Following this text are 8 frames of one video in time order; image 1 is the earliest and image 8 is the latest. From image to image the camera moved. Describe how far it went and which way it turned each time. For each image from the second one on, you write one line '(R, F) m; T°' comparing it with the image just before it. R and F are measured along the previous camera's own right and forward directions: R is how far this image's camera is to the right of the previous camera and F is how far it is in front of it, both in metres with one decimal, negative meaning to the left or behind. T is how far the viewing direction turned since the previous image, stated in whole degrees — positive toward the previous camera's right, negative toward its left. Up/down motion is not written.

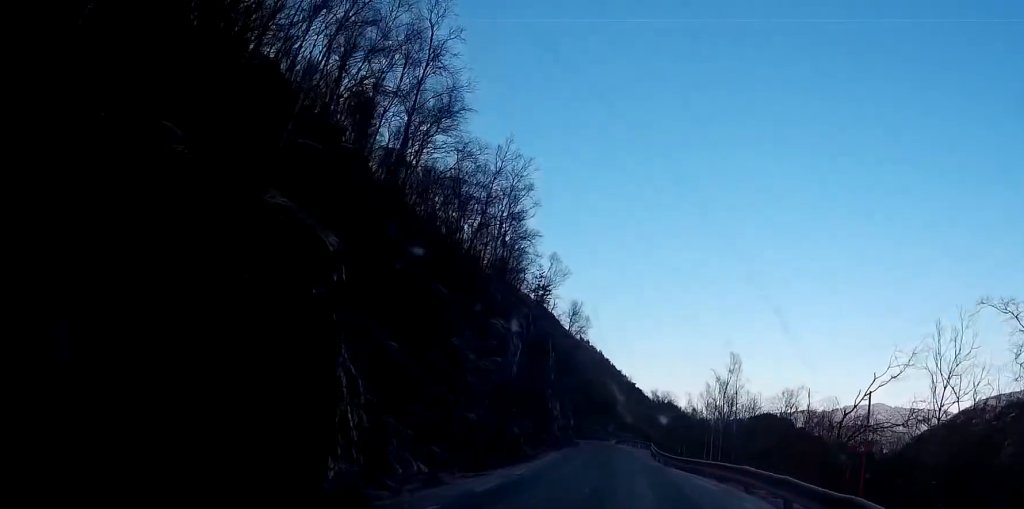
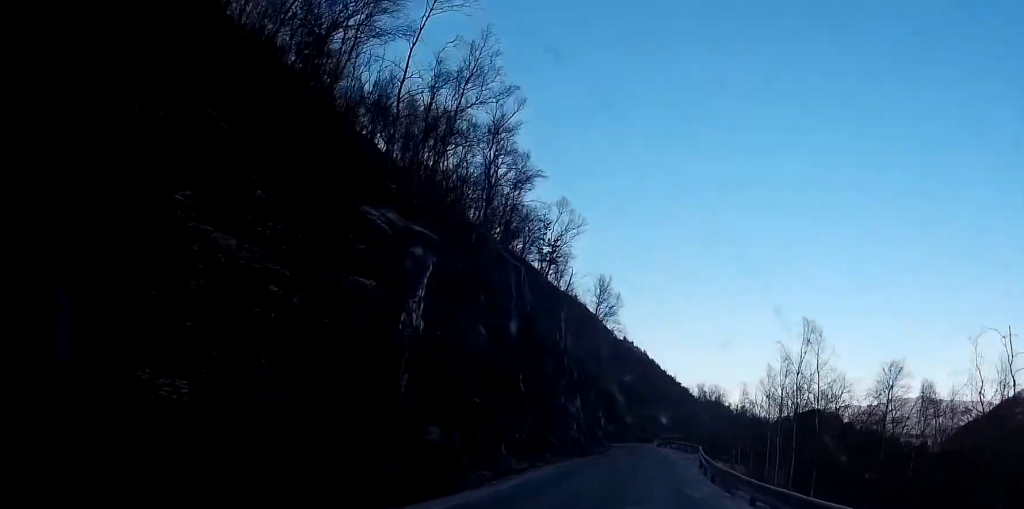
(-0.5, +17.0) m; -4°
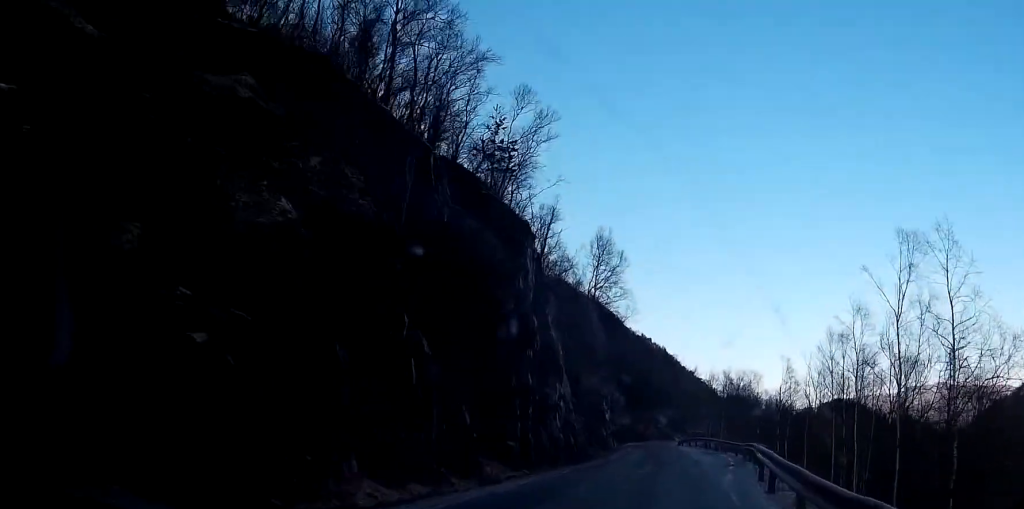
(-0.6, +18.2) m; -1°
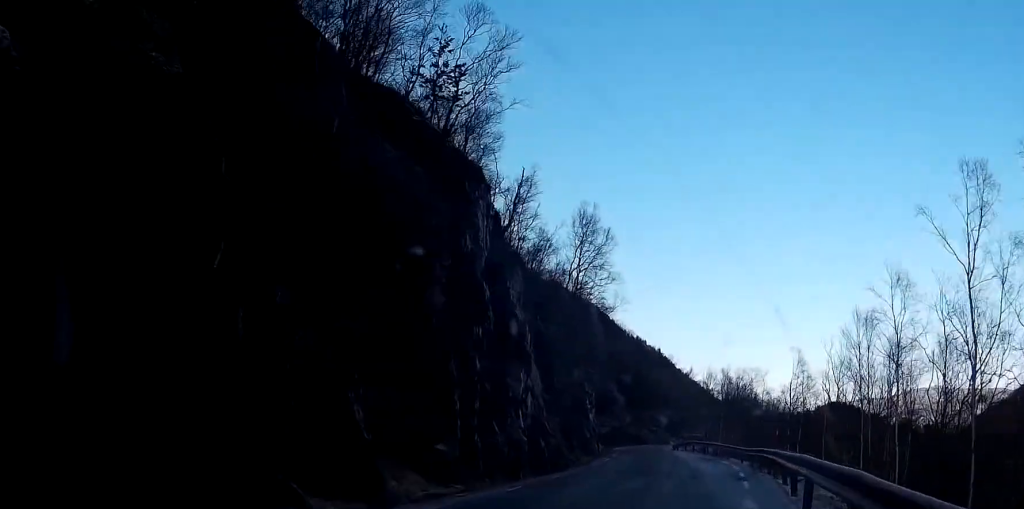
(+0.1, +8.0) m; +1°
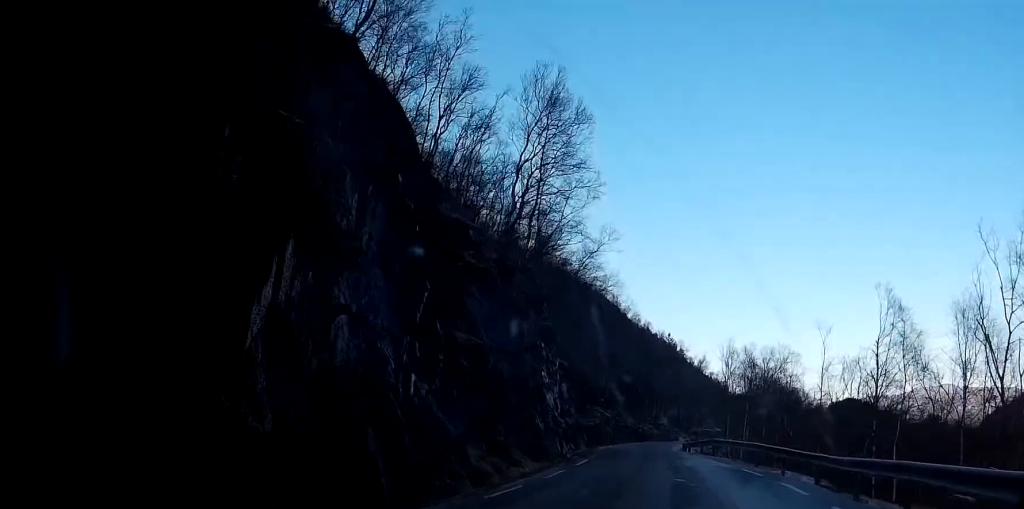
(-0.2, +20.8) m; -2°
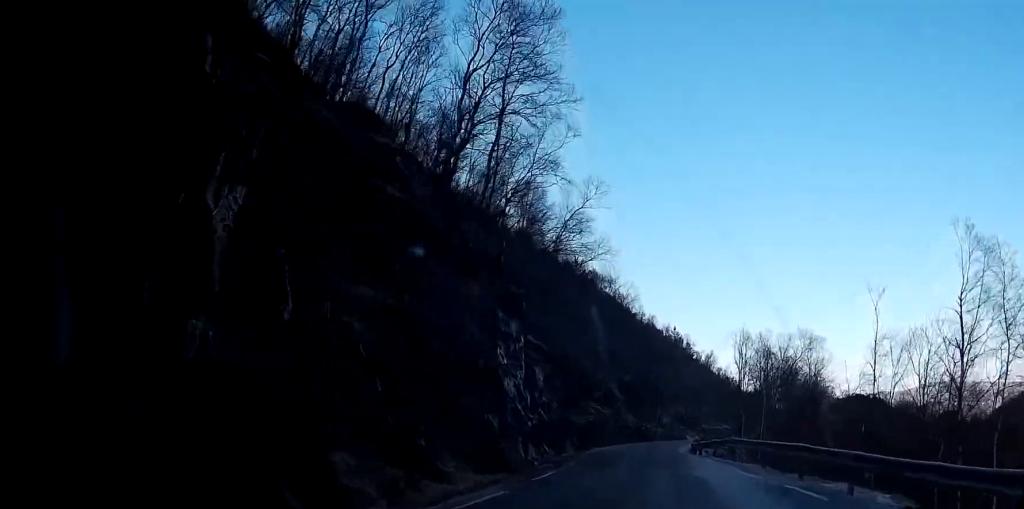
(-0.1, +9.2) m; -1°
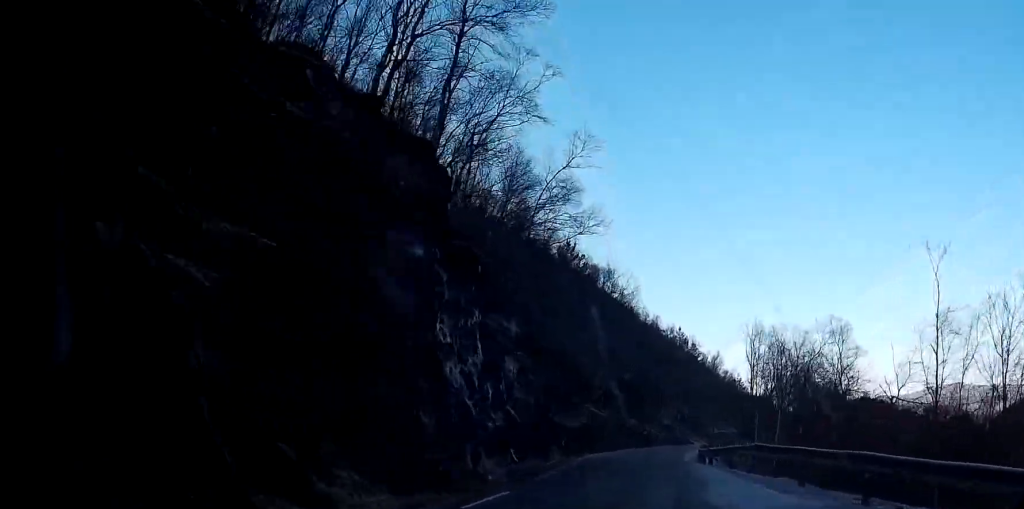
(0.0, +6.6) m; -1°
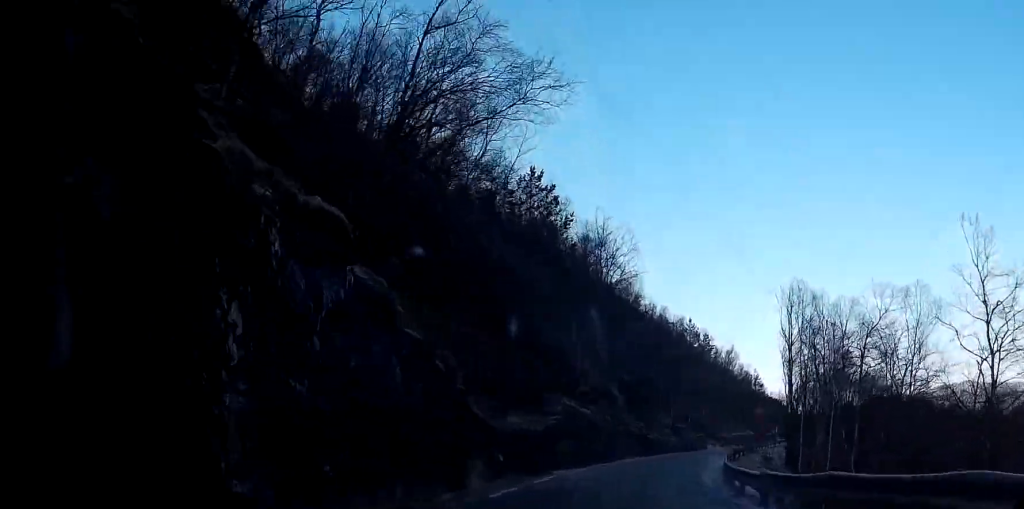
(-0.4, +15.6) m; -1°
